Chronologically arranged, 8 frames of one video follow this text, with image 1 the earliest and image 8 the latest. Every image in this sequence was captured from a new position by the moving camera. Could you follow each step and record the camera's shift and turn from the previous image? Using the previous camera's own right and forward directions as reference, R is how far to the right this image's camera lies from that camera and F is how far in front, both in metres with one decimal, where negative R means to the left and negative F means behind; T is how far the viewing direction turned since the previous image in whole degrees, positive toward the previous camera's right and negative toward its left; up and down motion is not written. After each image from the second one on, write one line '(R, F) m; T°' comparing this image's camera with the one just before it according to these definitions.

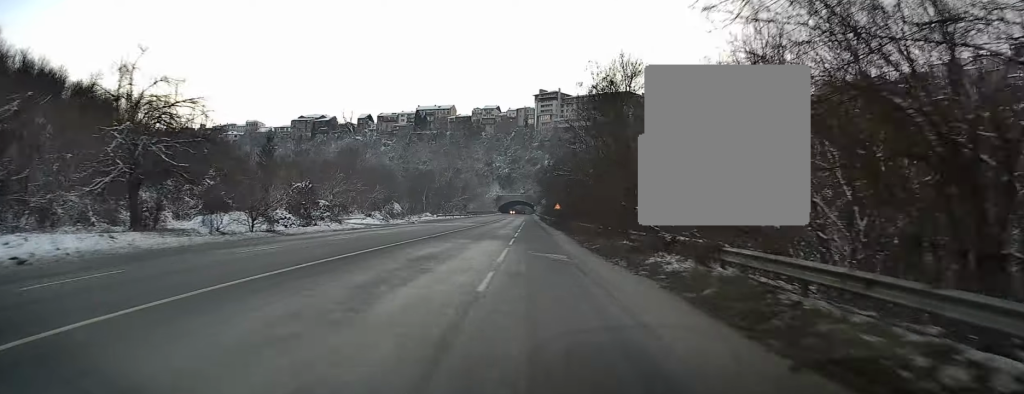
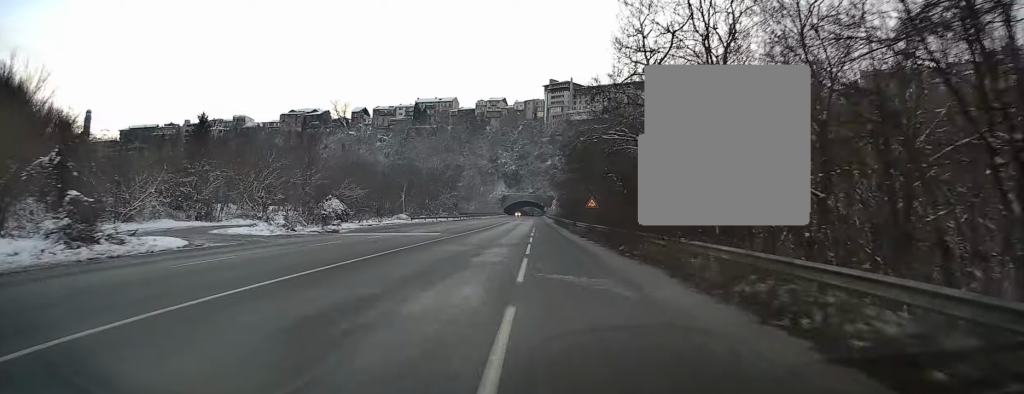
(+0.2, +31.2) m; -1°
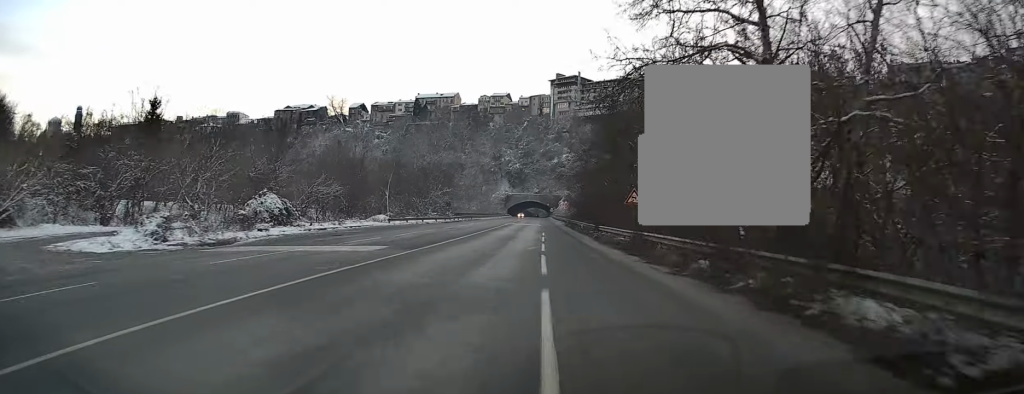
(-0.3, +15.4) m; -1°
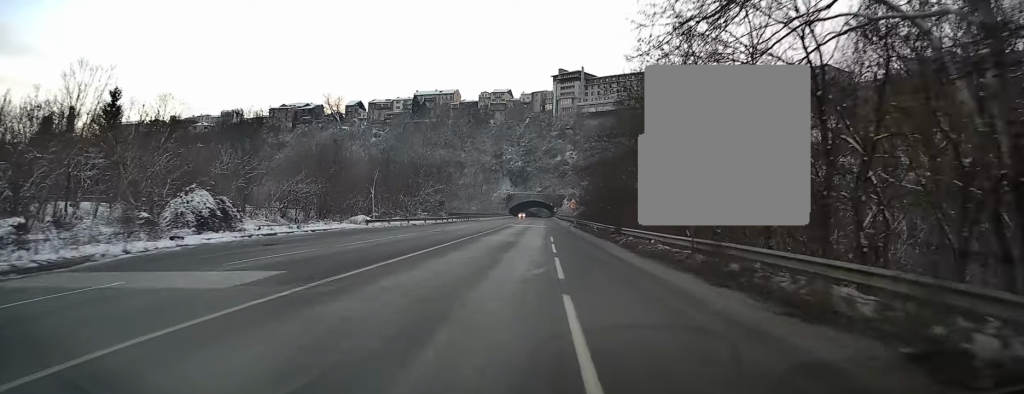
(-0.1, +9.7) m; 0°
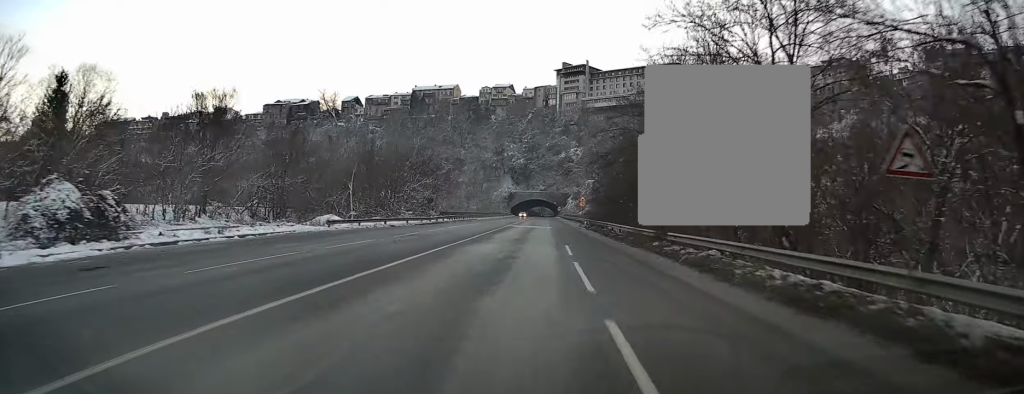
(0.0, +11.0) m; 0°
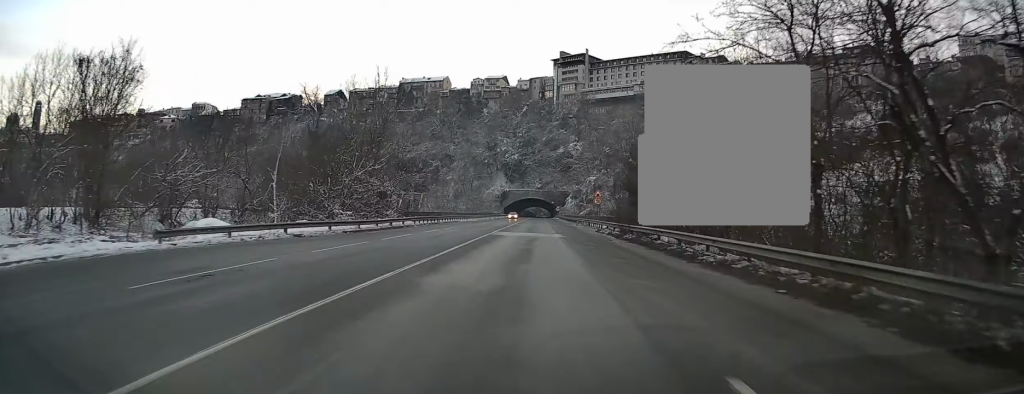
(0.0, +20.2) m; 0°
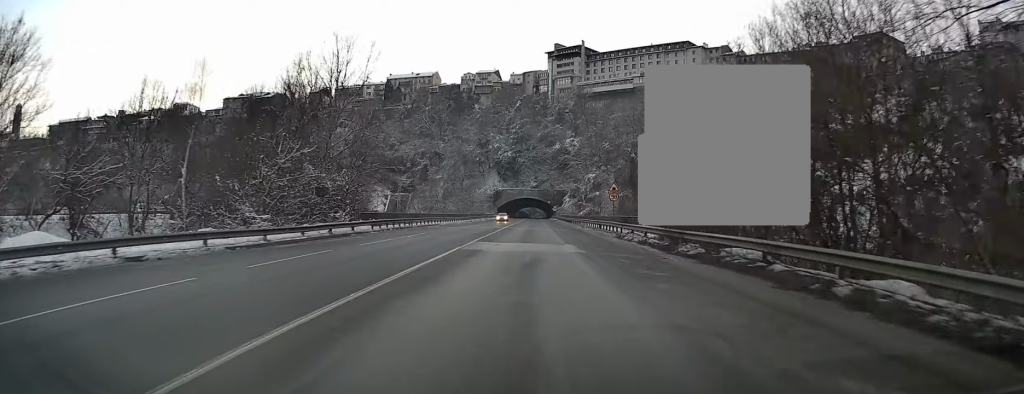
(0.0, +13.0) m; +1°
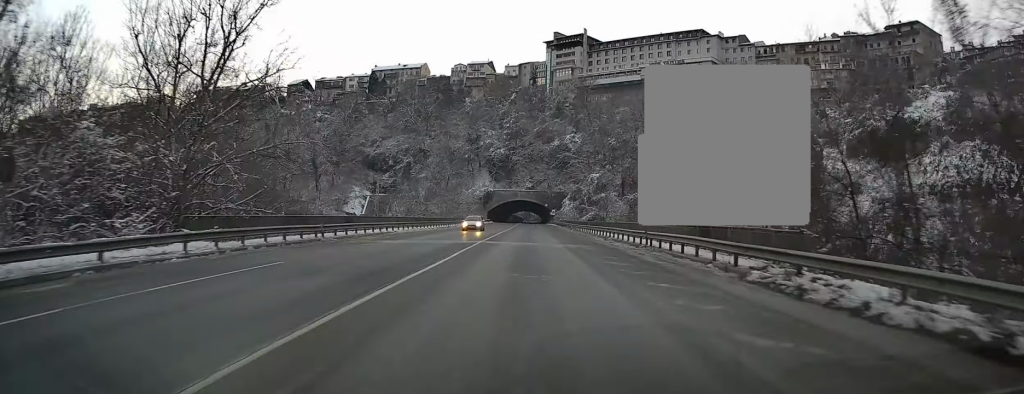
(+0.4, +21.6) m; +1°
